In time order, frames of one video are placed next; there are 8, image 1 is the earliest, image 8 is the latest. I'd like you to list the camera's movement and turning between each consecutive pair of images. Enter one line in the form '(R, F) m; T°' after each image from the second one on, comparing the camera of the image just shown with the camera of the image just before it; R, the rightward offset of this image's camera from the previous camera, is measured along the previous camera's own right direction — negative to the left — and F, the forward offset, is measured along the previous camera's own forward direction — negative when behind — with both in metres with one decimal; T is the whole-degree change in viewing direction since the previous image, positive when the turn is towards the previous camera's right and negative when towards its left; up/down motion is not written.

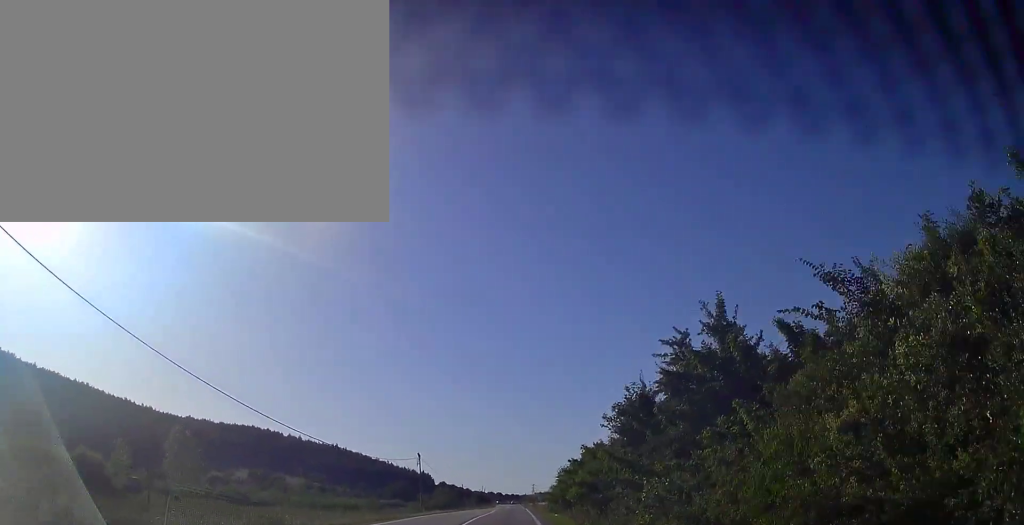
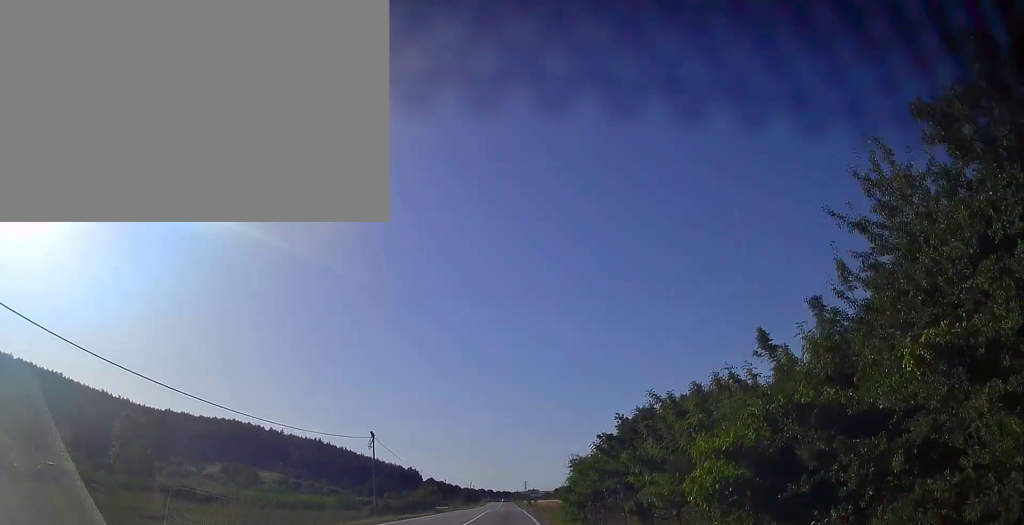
(+0.2, +17.5) m; +1°
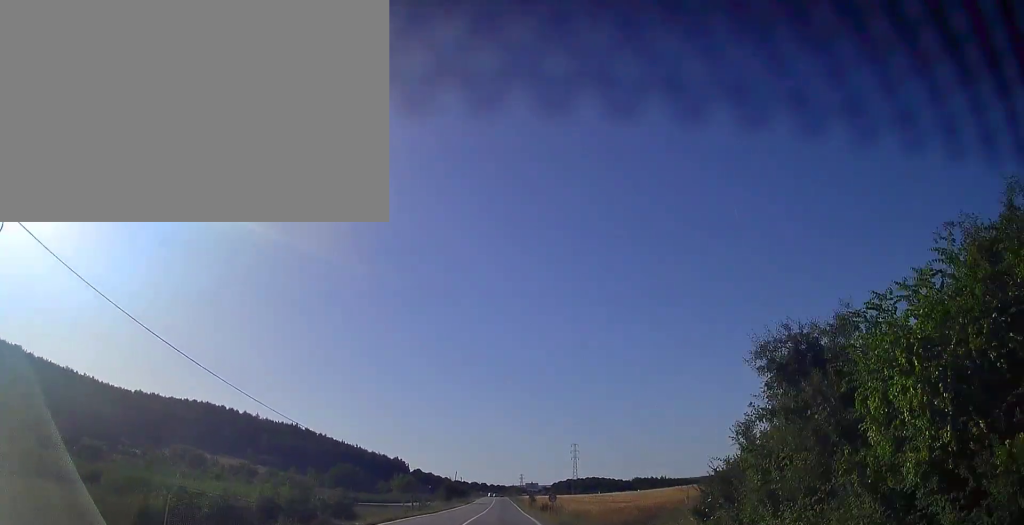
(+0.5, +31.8) m; +1°
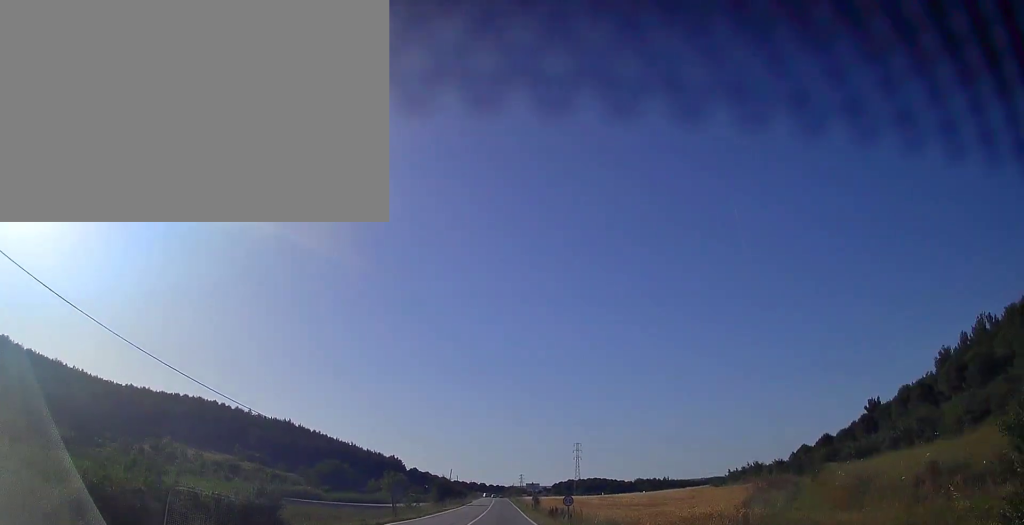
(0.0, +11.3) m; 0°
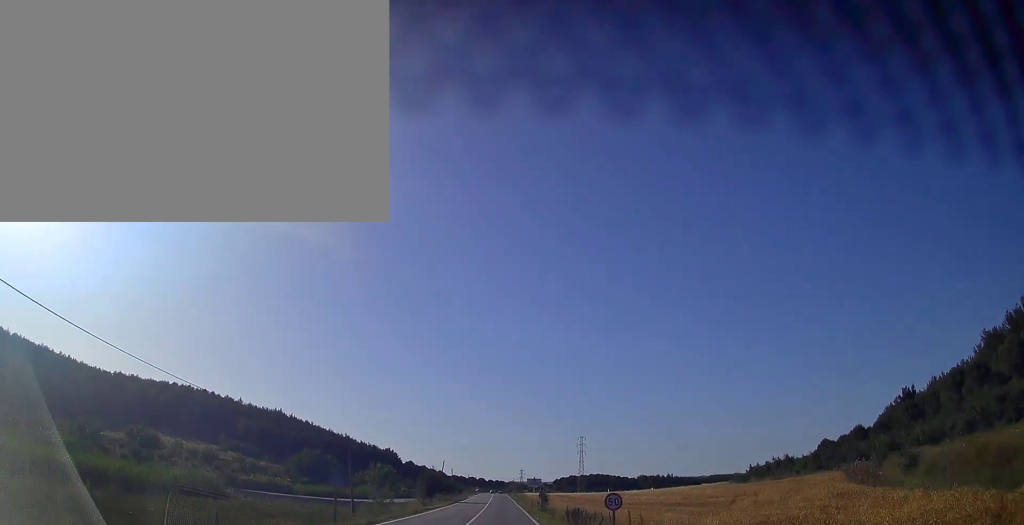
(0.0, +13.6) m; 0°
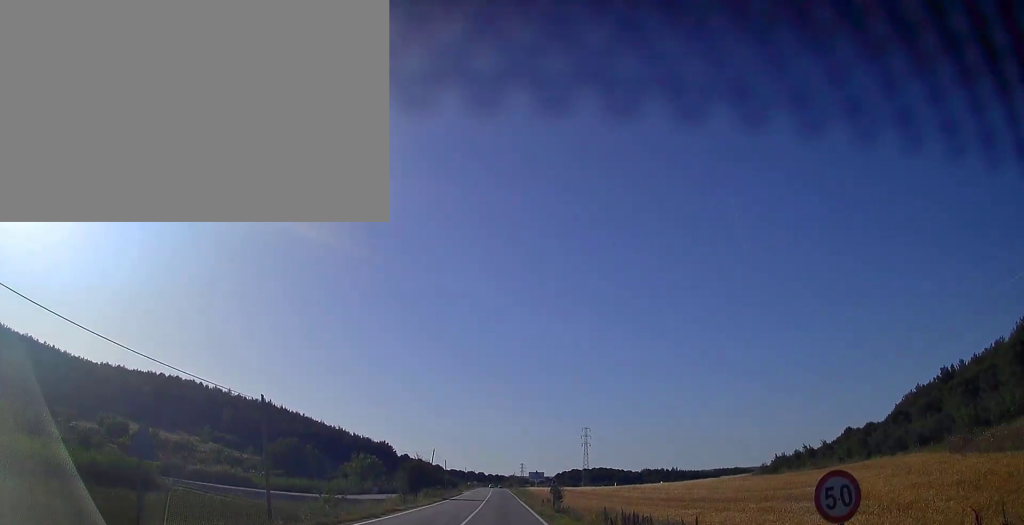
(+0.1, +13.0) m; 0°
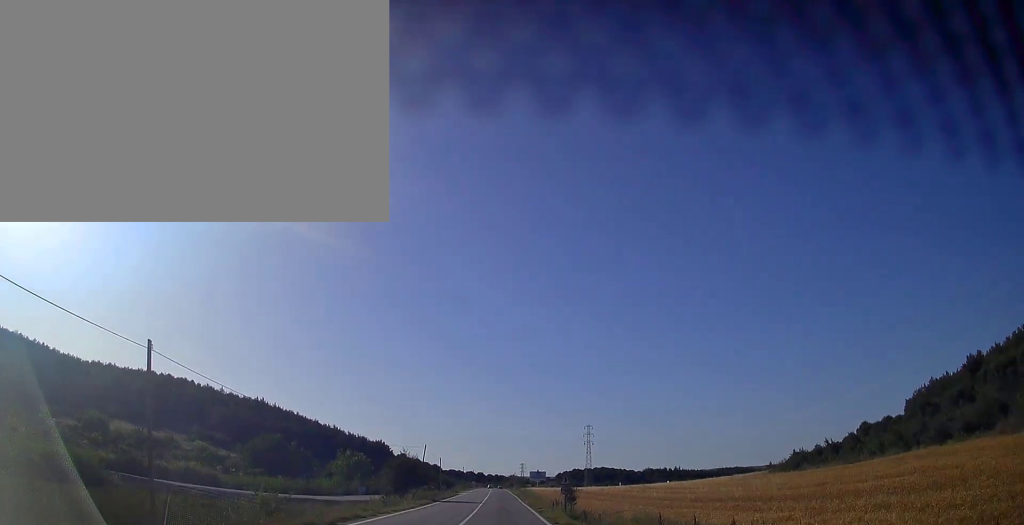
(0.0, +9.2) m; 0°
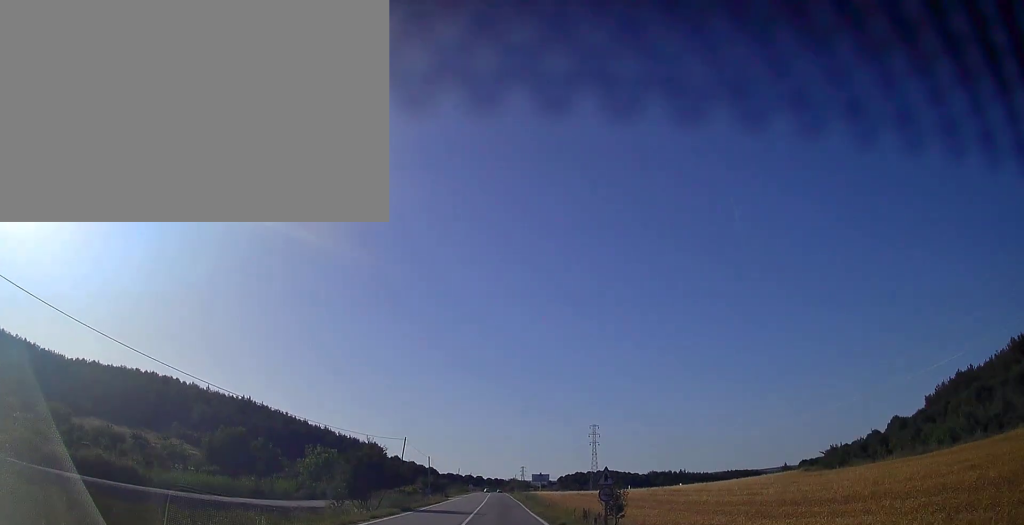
(0.0, +14.7) m; 0°
